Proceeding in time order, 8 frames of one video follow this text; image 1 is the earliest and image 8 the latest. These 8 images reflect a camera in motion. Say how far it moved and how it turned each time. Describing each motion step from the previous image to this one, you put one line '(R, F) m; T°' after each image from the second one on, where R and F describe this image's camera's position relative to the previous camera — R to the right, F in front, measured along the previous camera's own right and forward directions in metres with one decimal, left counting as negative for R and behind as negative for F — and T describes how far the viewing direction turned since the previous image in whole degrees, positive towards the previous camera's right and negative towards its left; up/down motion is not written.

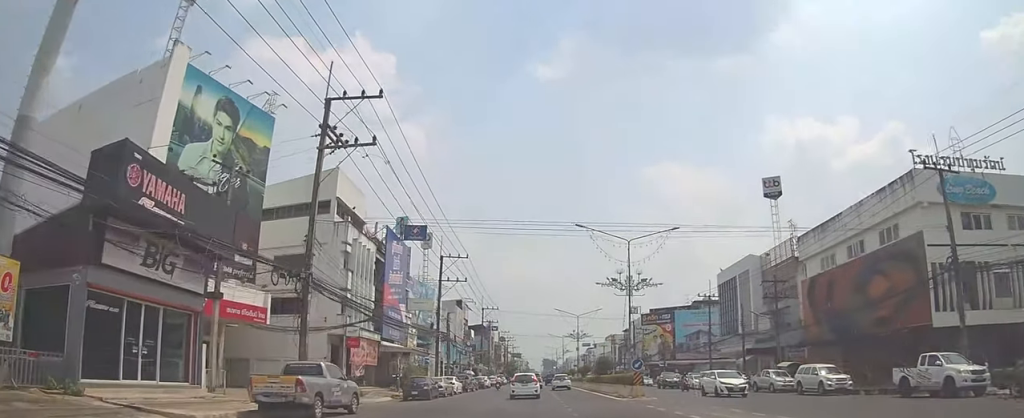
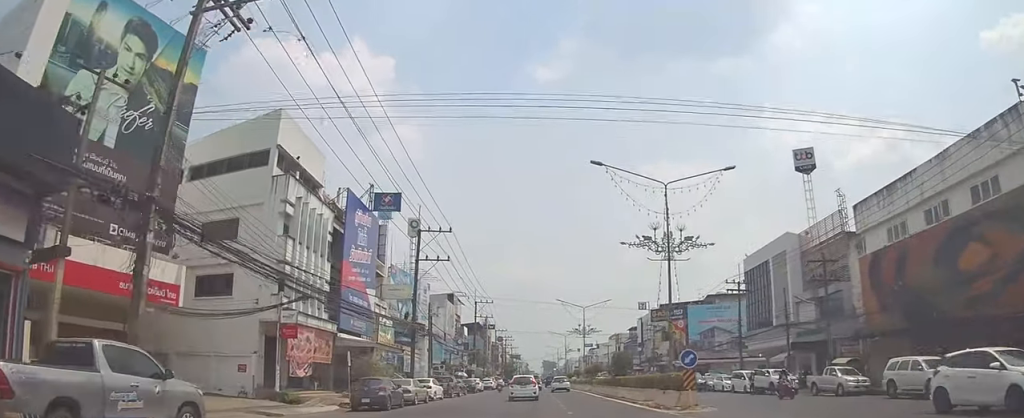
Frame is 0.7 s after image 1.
(-0.2, +10.1) m; 0°
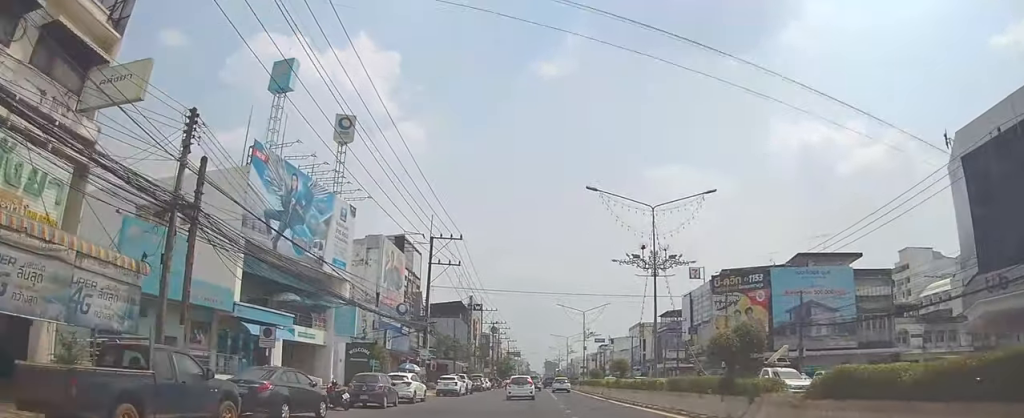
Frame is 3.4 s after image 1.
(+0.7, +36.5) m; +3°
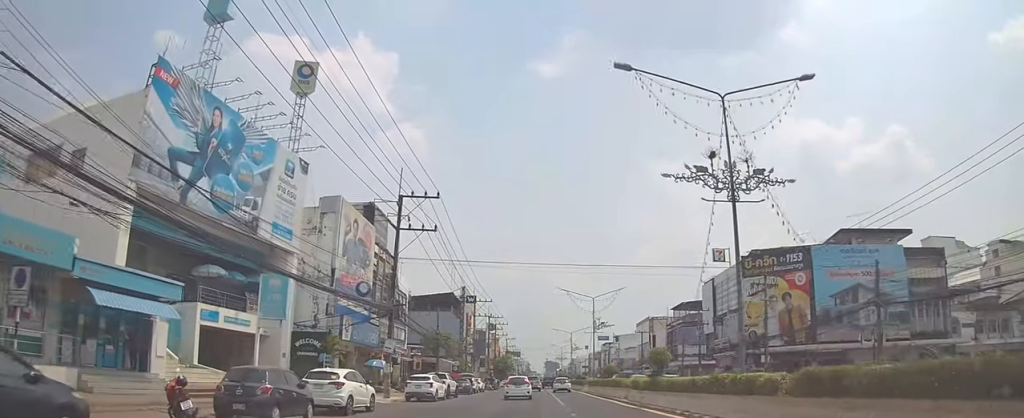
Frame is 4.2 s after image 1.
(0.0, +10.6) m; -2°
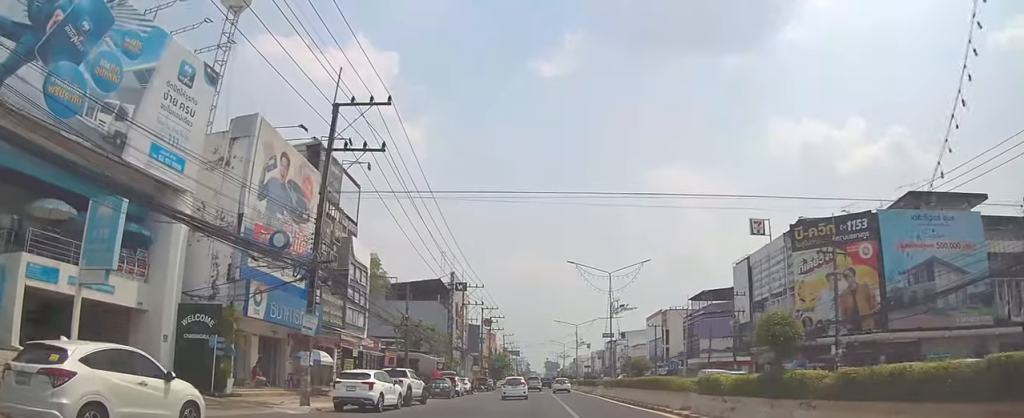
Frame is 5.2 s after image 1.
(-0.5, +12.3) m; -1°
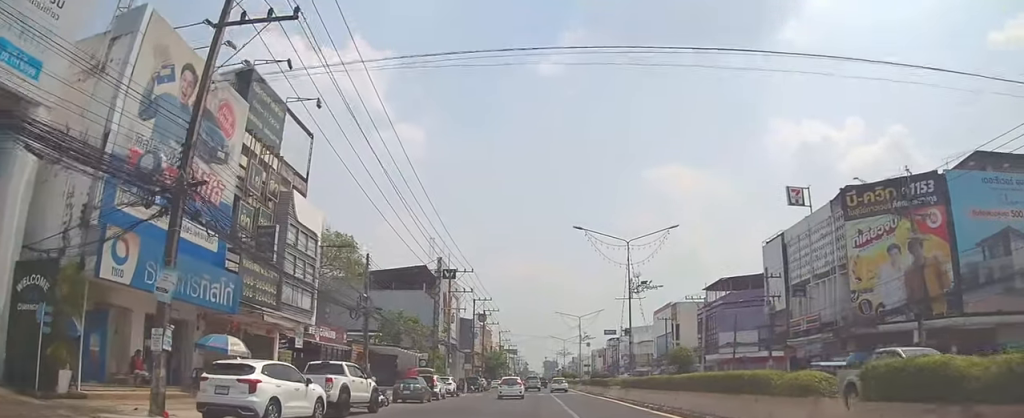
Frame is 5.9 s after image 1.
(+0.1, +9.1) m; +1°
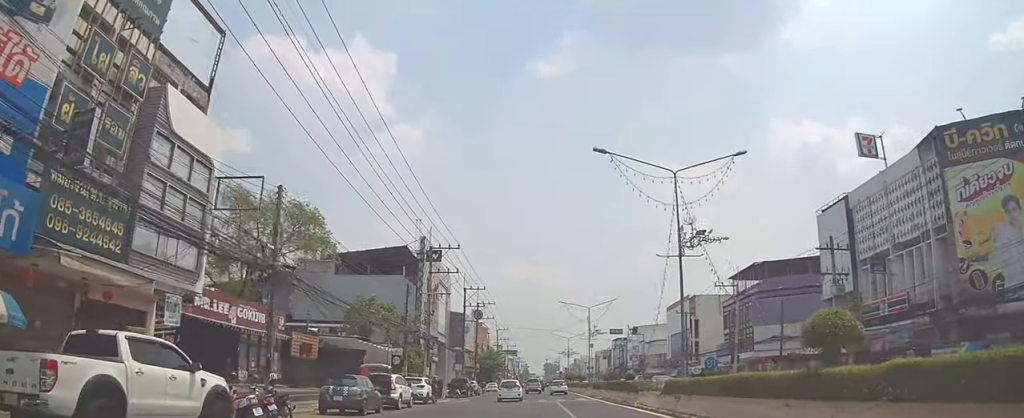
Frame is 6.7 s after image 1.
(+0.3, +10.8) m; +2°
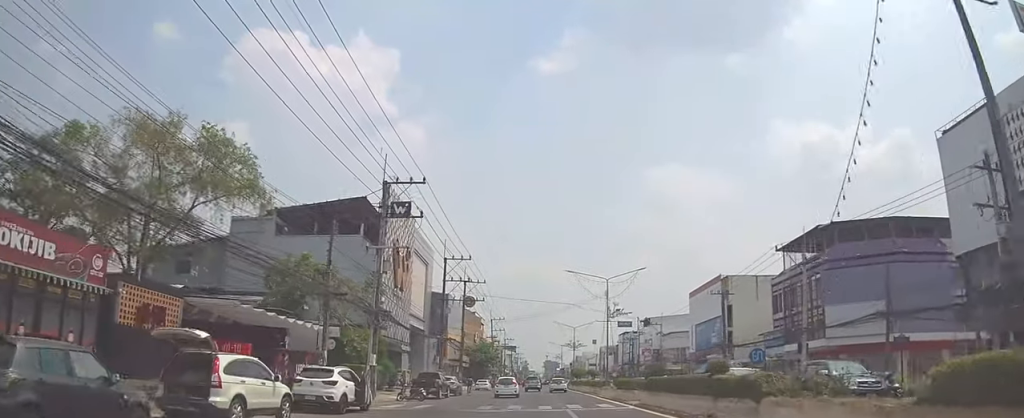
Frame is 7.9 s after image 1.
(+0.1, +14.3) m; 0°
